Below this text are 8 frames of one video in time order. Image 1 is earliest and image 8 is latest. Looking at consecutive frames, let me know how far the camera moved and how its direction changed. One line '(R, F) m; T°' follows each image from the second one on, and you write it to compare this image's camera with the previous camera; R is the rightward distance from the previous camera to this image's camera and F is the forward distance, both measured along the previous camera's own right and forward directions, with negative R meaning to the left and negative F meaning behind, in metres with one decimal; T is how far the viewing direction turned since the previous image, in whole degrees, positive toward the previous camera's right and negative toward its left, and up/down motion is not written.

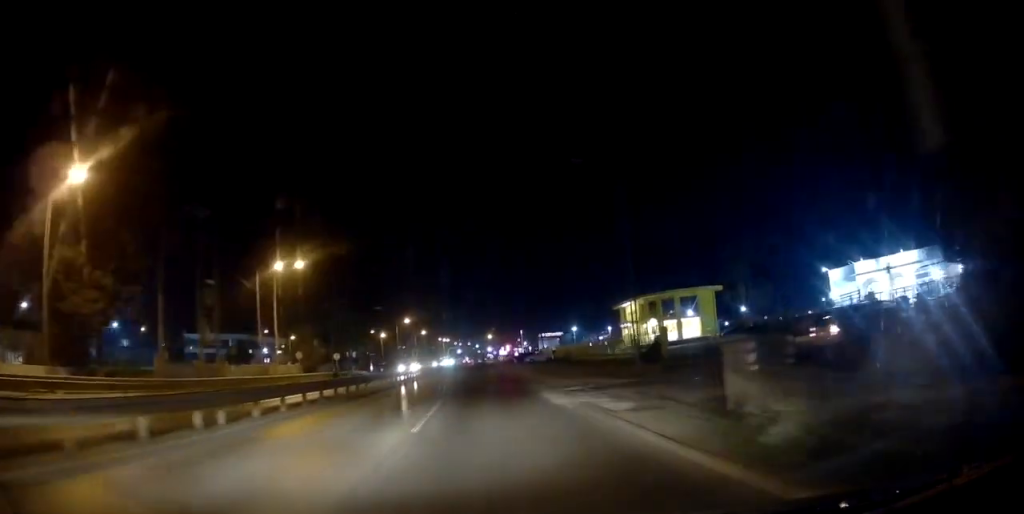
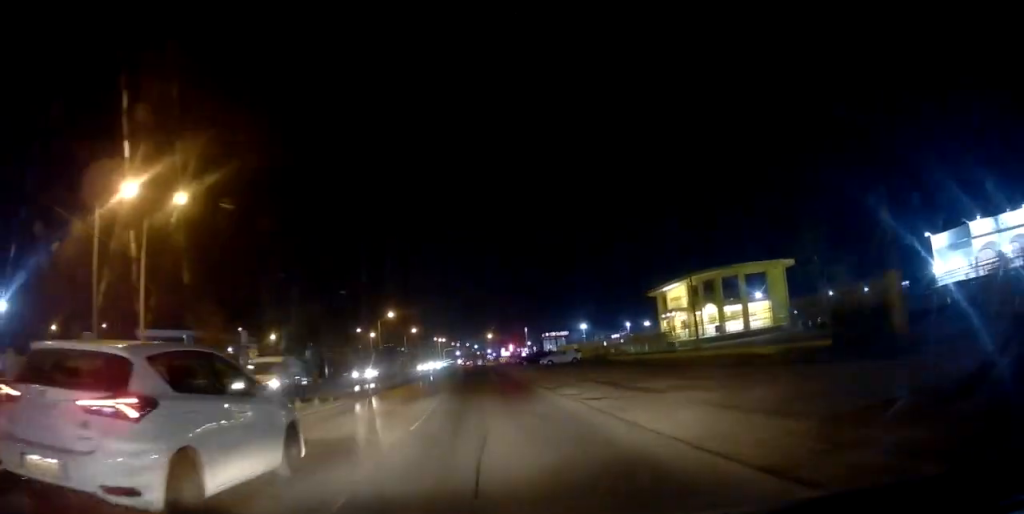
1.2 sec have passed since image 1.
(0.0, +22.2) m; 0°
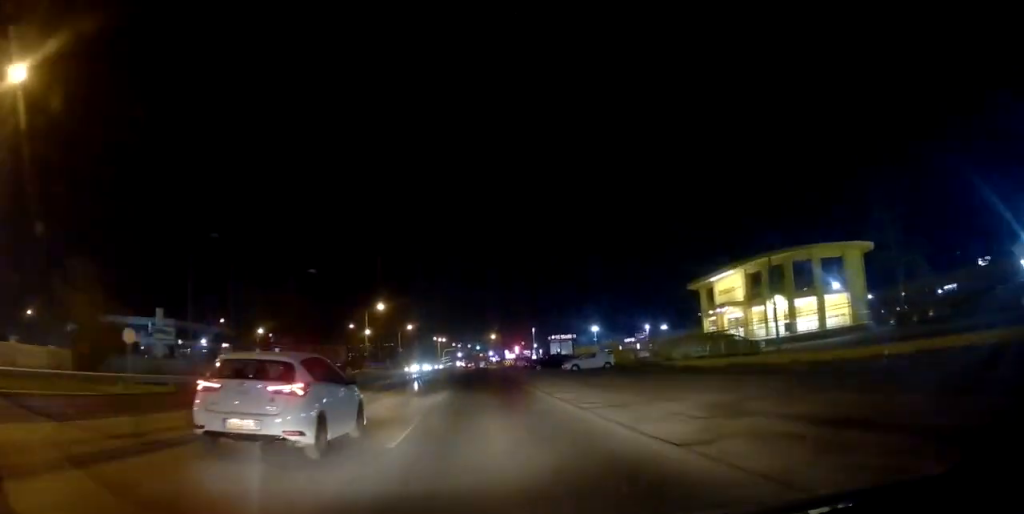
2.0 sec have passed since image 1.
(0.0, +14.7) m; 0°
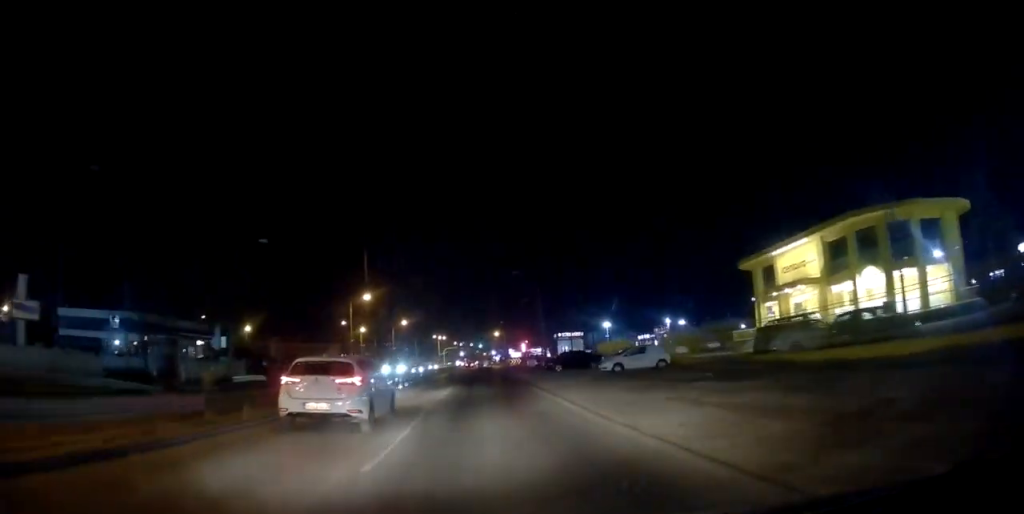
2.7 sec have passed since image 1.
(0.0, +13.5) m; 0°
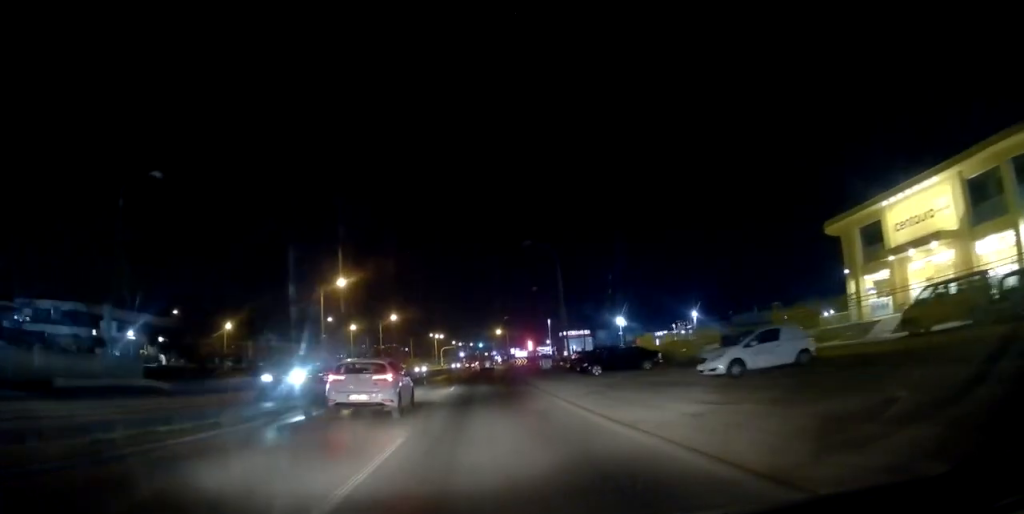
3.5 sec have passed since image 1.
(0.0, +15.3) m; 0°
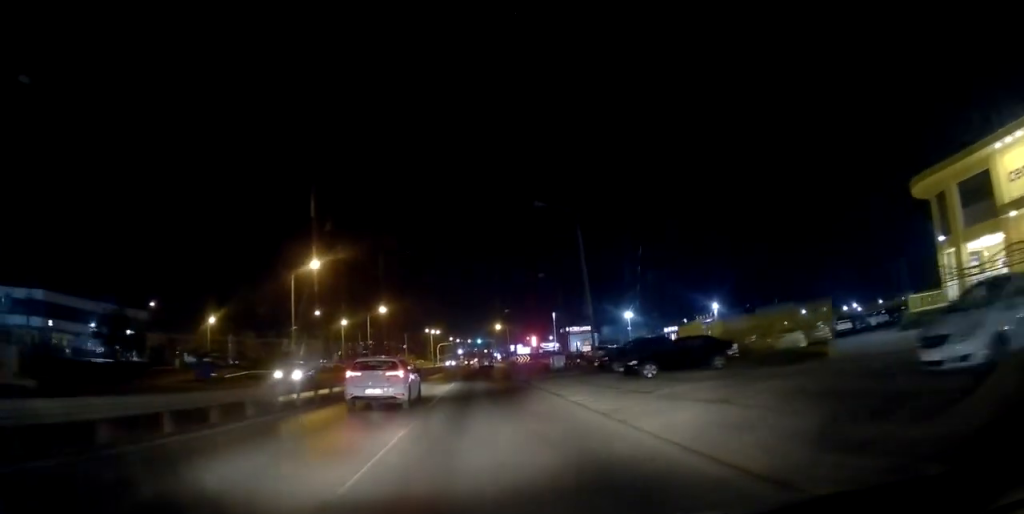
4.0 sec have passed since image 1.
(0.0, +10.2) m; 0°
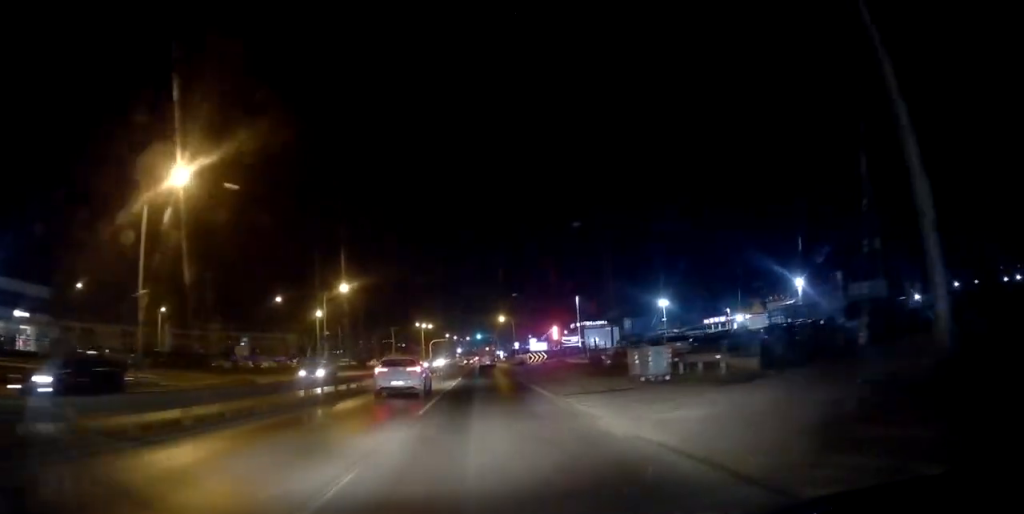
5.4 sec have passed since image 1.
(0.0, +27.3) m; 0°
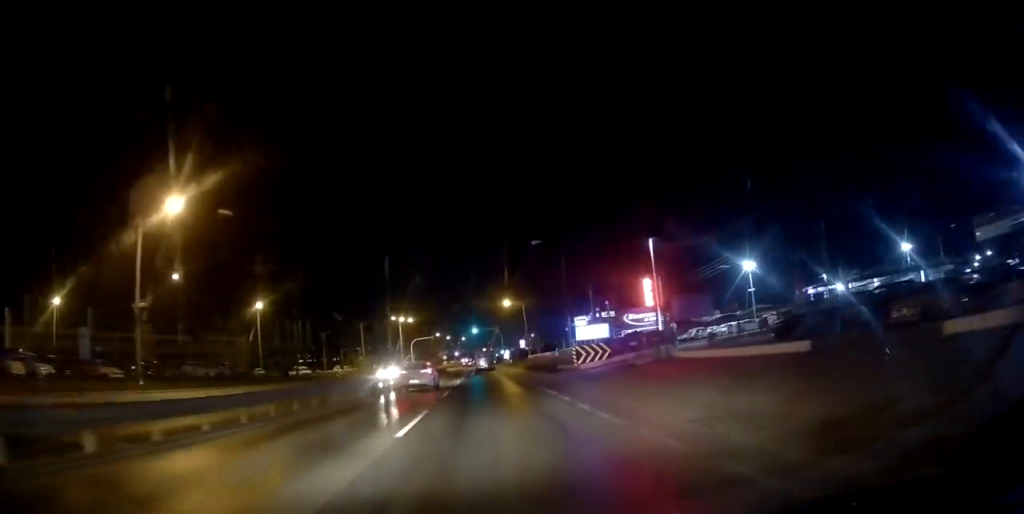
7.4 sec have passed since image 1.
(-0.4, +38.8) m; 0°
